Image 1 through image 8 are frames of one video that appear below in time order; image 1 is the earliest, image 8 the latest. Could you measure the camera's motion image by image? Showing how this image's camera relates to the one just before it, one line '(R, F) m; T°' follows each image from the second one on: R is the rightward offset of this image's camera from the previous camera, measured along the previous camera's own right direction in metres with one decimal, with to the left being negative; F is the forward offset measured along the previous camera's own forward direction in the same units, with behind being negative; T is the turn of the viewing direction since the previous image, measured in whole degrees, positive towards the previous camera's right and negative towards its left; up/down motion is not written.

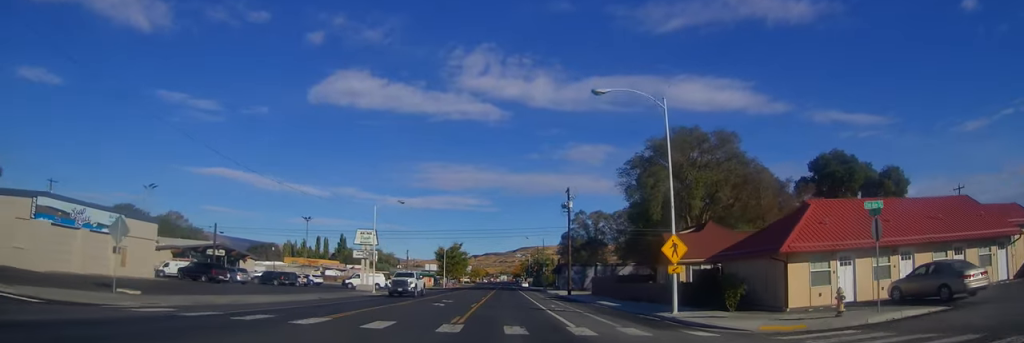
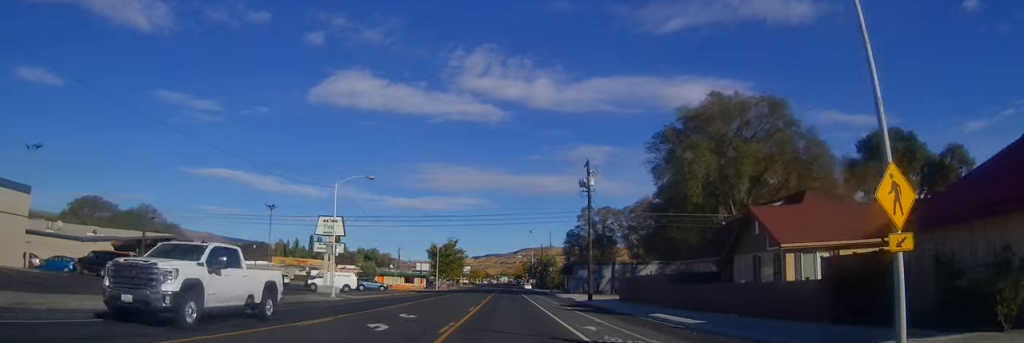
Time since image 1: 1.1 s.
(0.0, +14.5) m; 0°
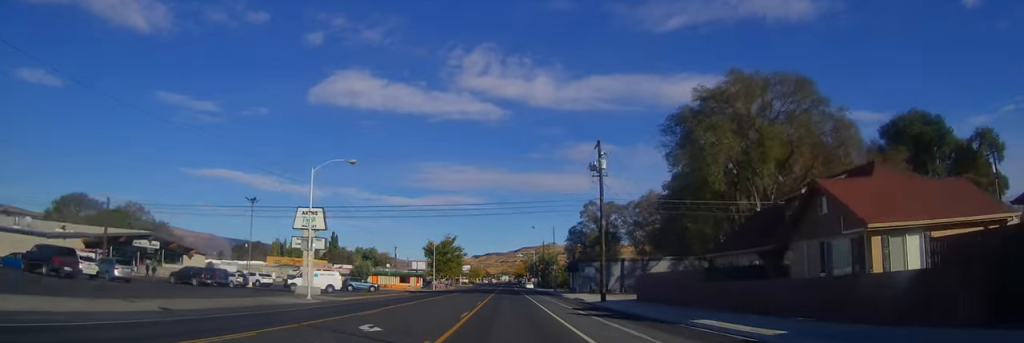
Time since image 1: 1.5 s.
(0.0, +5.8) m; 0°
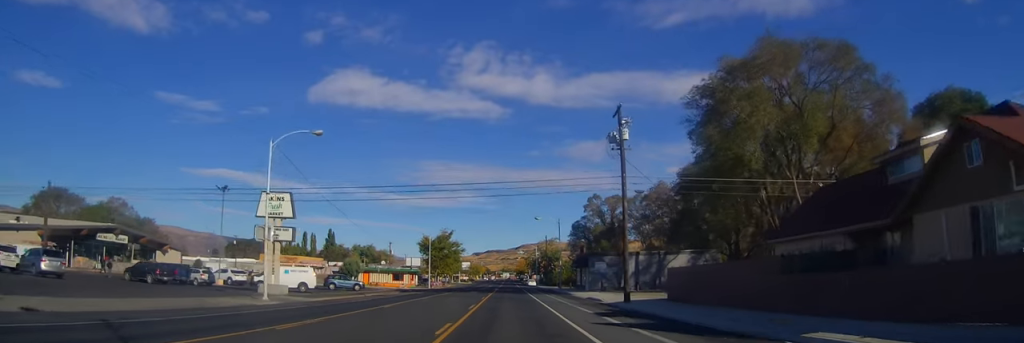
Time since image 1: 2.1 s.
(0.0, +7.6) m; 0°
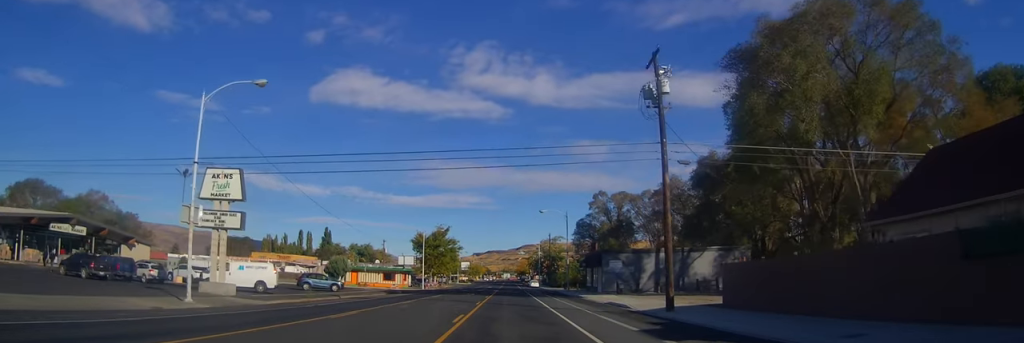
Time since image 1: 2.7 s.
(0.0, +8.5) m; 0°
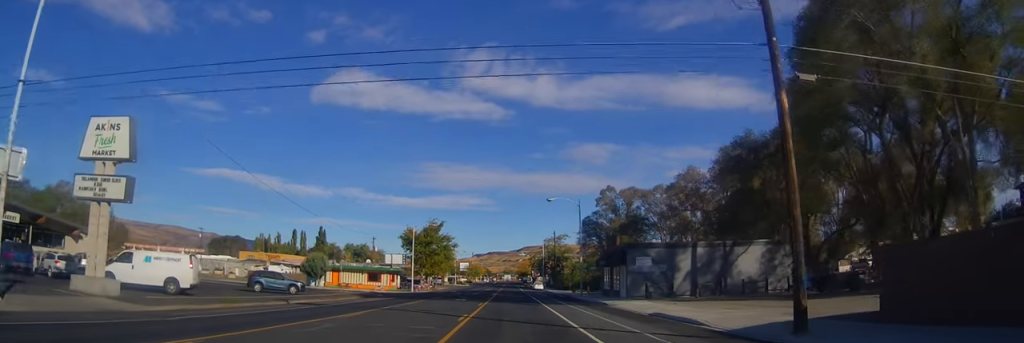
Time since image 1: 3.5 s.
(0.0, +11.2) m; 0°
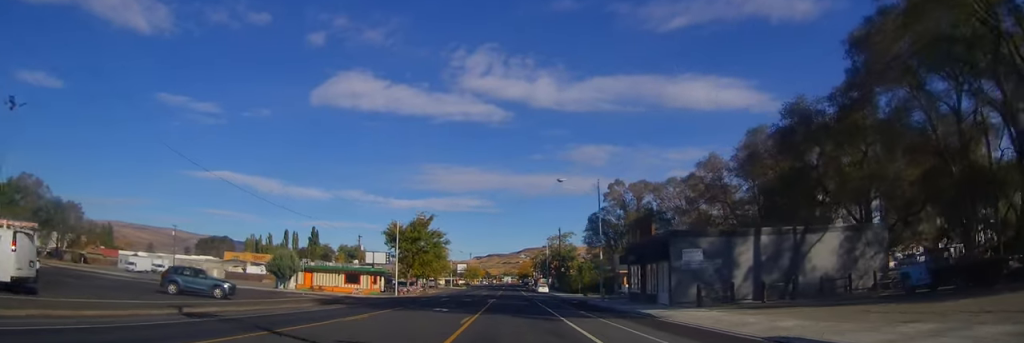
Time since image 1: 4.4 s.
(0.0, +11.9) m; 0°
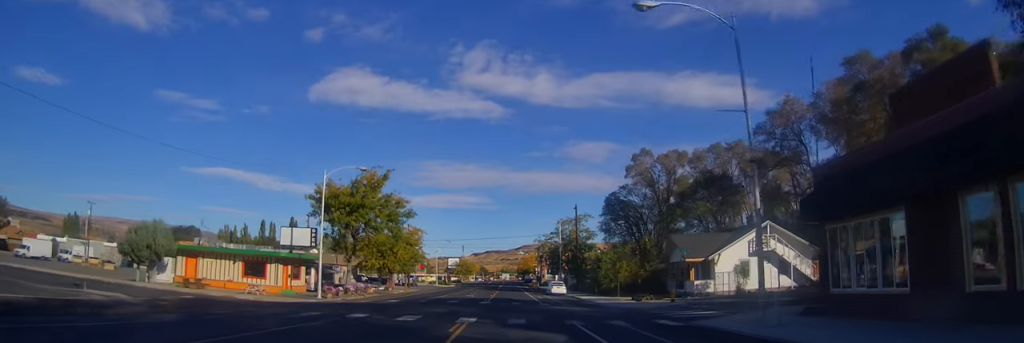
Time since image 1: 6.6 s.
(0.0, +28.1) m; 0°
